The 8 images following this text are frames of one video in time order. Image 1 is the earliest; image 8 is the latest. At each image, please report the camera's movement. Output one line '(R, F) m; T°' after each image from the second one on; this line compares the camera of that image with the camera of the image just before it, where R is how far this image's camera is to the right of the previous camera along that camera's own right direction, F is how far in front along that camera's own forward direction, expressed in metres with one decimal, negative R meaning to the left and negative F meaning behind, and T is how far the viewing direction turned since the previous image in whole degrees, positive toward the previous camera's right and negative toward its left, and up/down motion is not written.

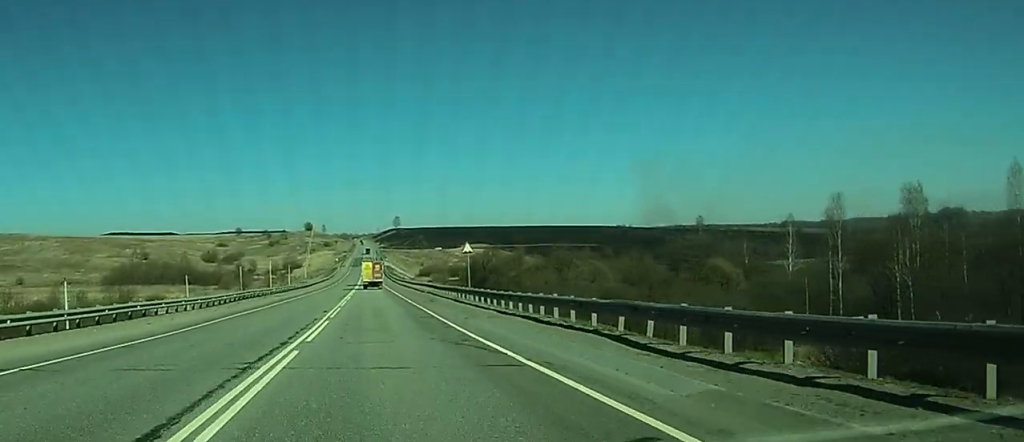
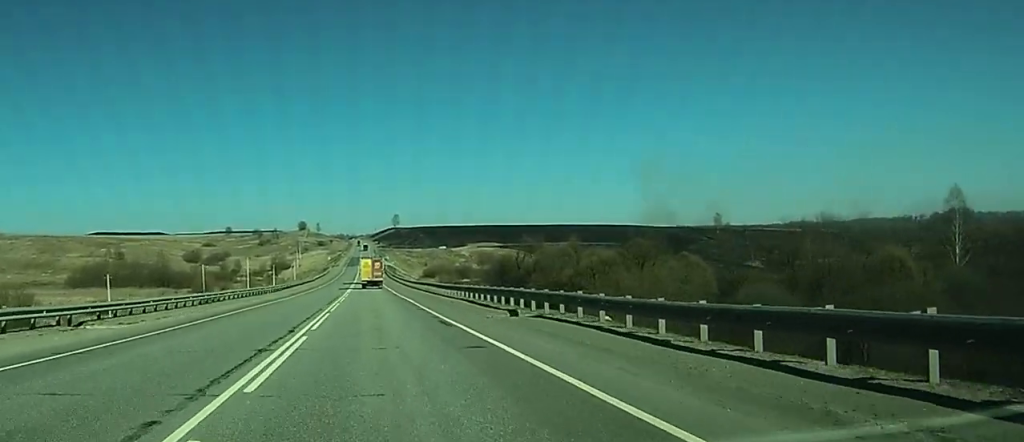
(-0.1, +52.0) m; 0°
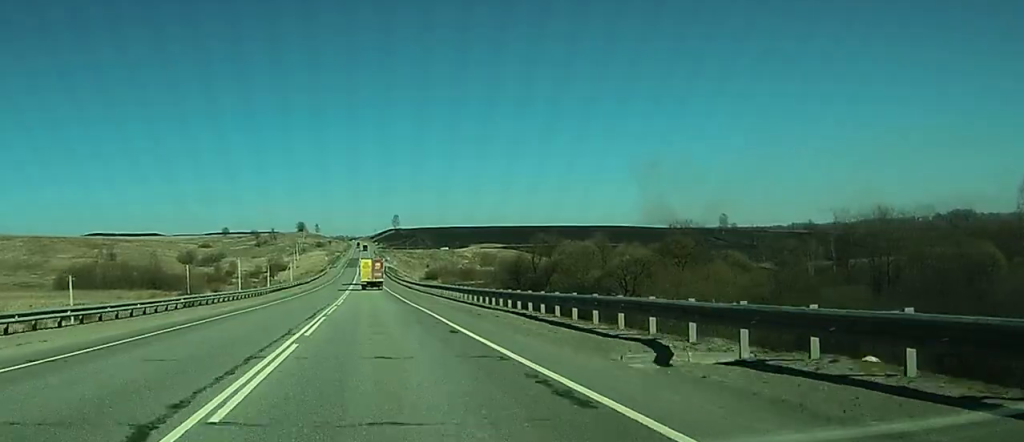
(0.0, +13.0) m; 0°
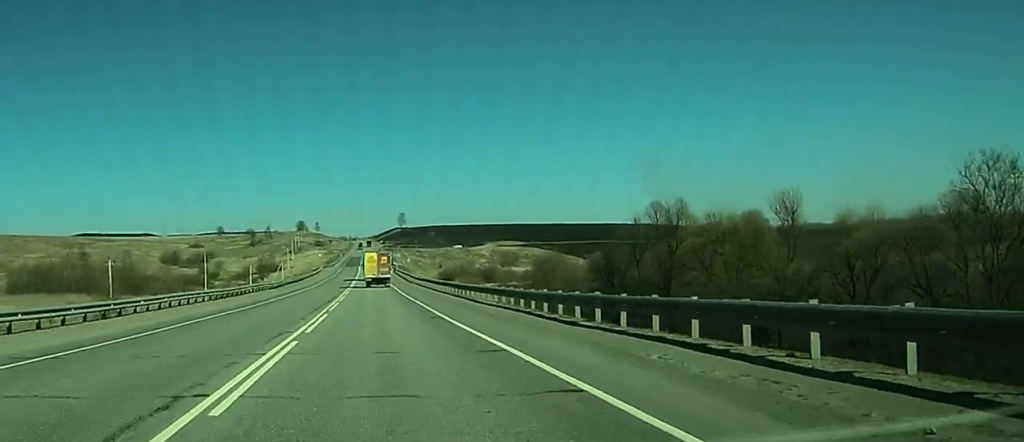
(-0.1, +41.4) m; 0°
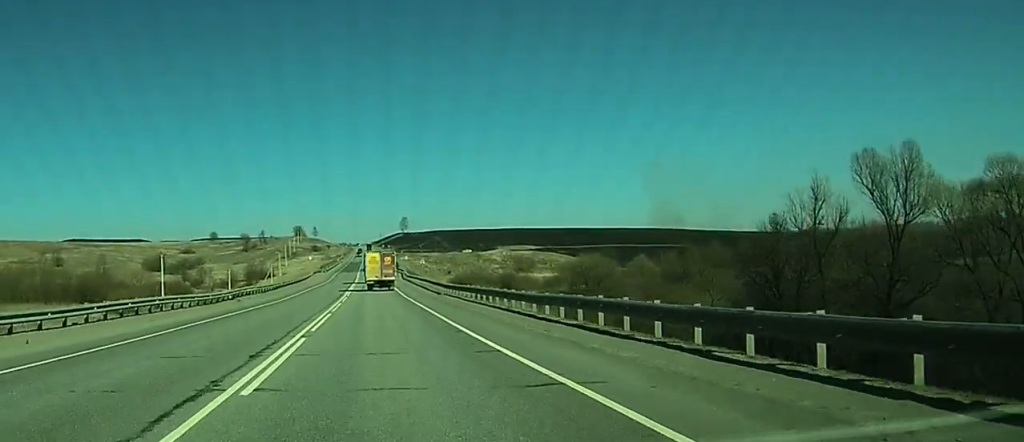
(+0.1, +30.4) m; 0°
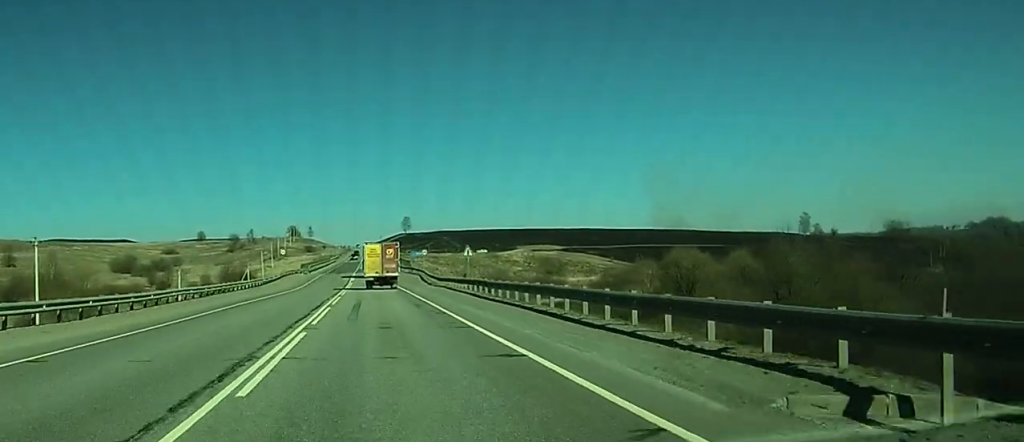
(+0.2, +46.8) m; +1°
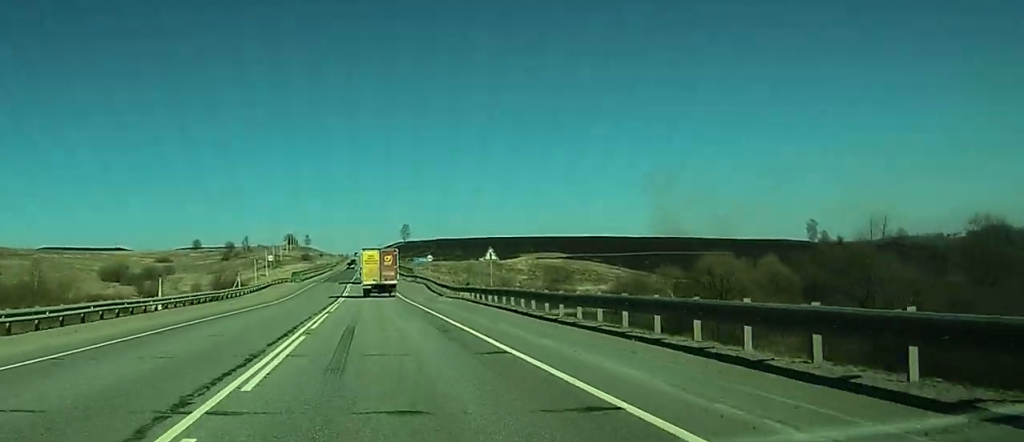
(0.0, +11.6) m; 0°
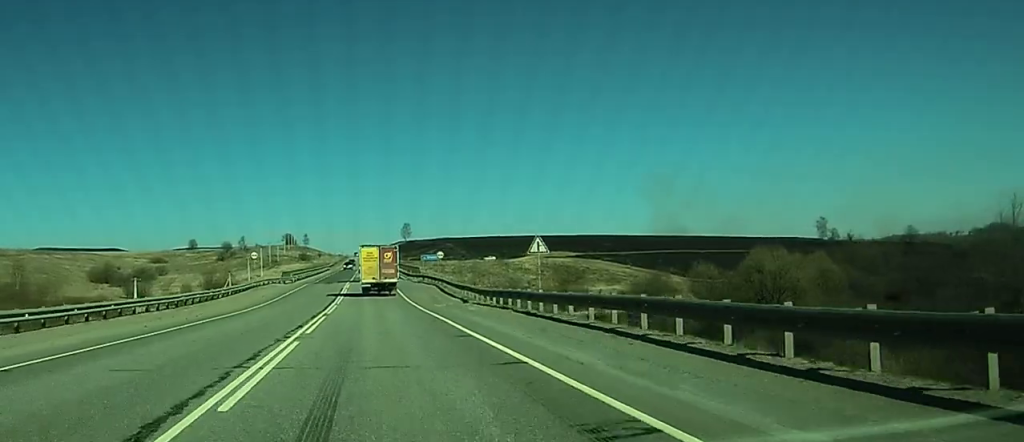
(+0.1, +13.5) m; 0°
